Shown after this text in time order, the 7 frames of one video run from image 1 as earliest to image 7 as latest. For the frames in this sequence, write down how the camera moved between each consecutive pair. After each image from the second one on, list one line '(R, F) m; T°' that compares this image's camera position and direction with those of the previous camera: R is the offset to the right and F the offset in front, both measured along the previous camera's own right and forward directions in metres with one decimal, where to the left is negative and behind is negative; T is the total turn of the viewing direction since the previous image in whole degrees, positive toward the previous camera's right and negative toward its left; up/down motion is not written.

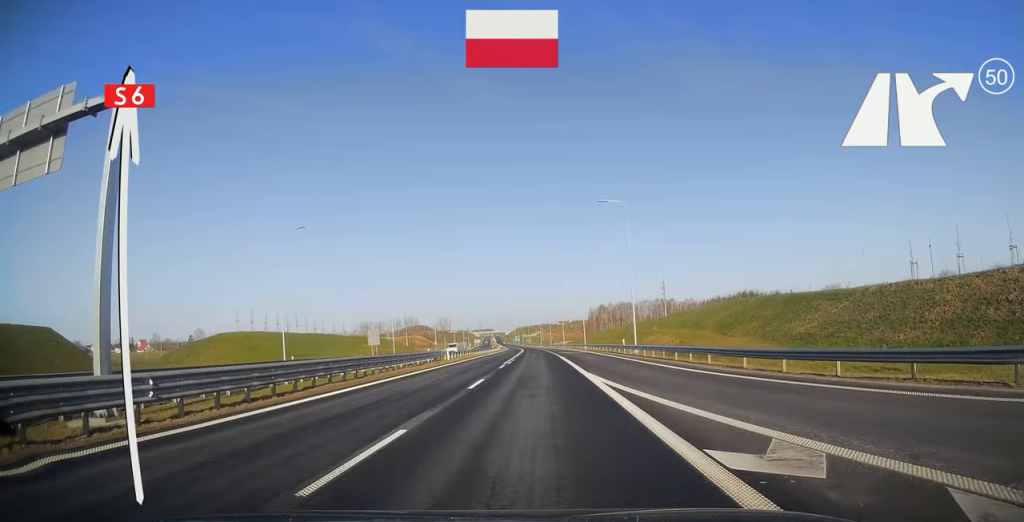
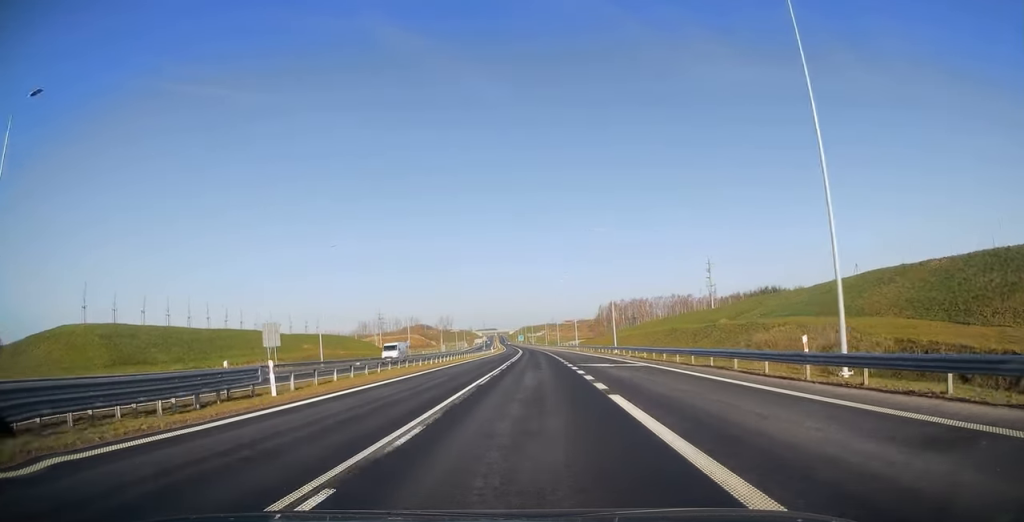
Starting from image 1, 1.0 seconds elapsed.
(0.0, +33.5) m; -1°
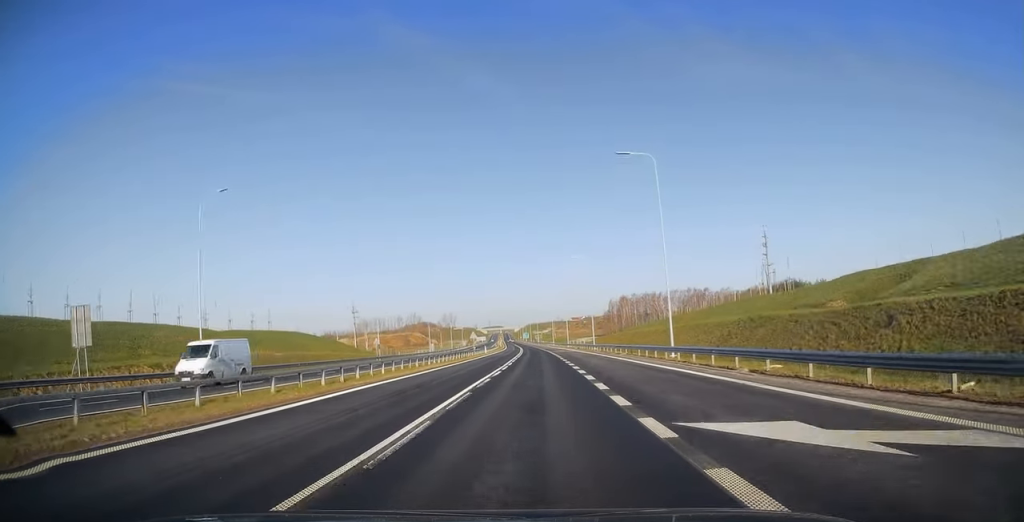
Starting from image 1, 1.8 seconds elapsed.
(-0.3, +24.1) m; -1°
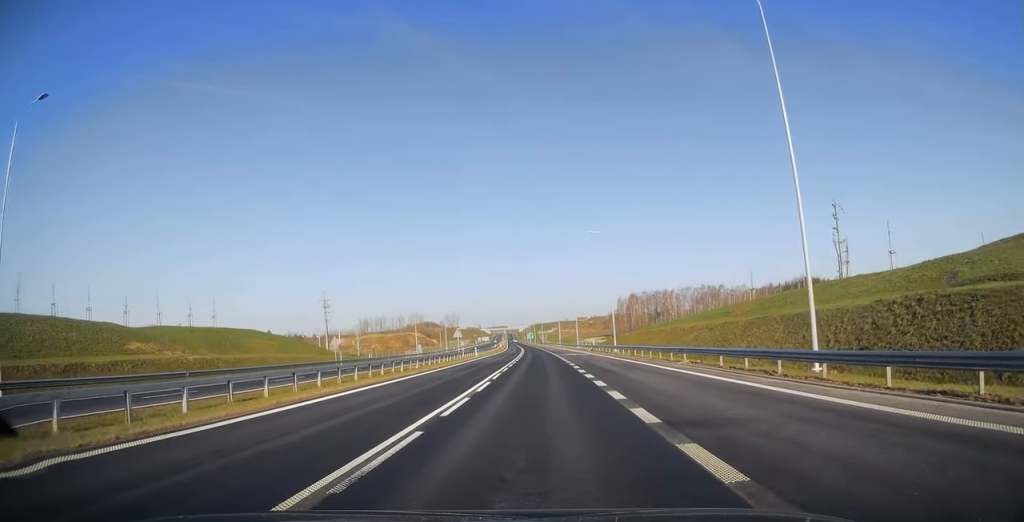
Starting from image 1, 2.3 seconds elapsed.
(0.0, +18.6) m; 0°
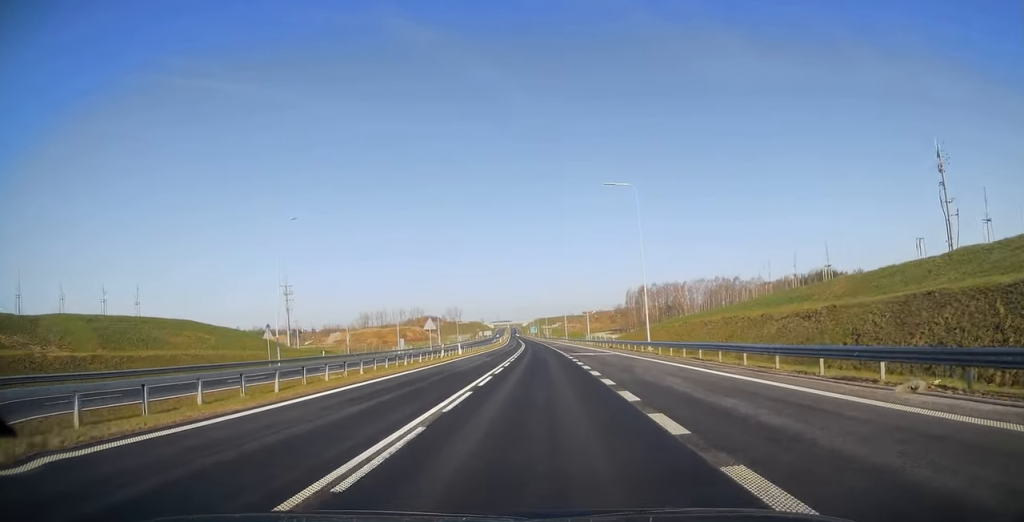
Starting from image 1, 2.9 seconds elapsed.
(+0.1, +17.5) m; 0°
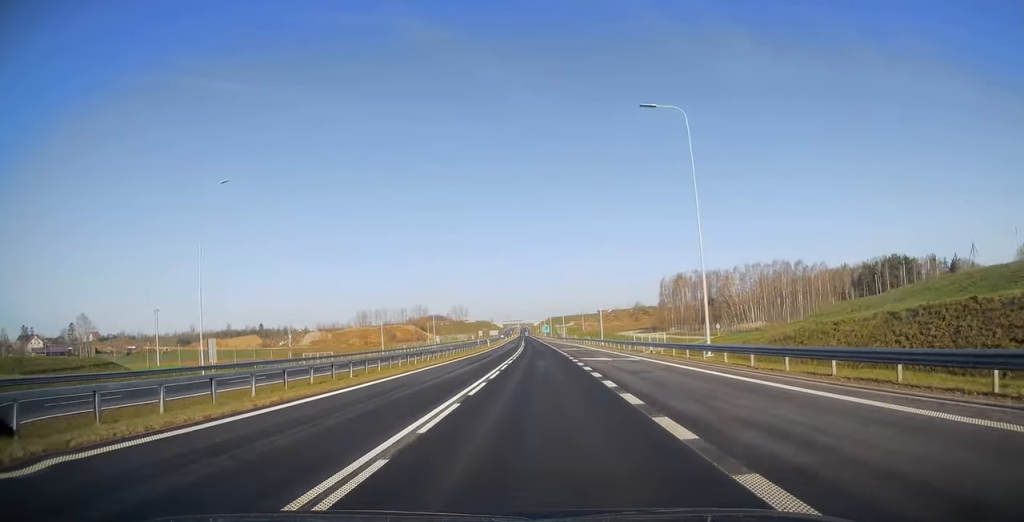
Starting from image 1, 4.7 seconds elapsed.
(-0.8, +60.3) m; -1°
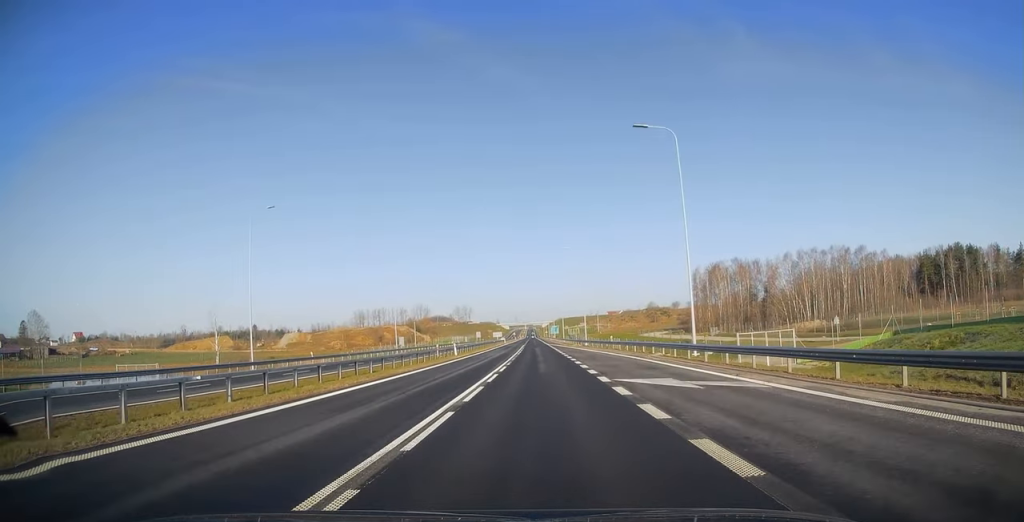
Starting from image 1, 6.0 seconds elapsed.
(-0.4, +42.1) m; -1°
